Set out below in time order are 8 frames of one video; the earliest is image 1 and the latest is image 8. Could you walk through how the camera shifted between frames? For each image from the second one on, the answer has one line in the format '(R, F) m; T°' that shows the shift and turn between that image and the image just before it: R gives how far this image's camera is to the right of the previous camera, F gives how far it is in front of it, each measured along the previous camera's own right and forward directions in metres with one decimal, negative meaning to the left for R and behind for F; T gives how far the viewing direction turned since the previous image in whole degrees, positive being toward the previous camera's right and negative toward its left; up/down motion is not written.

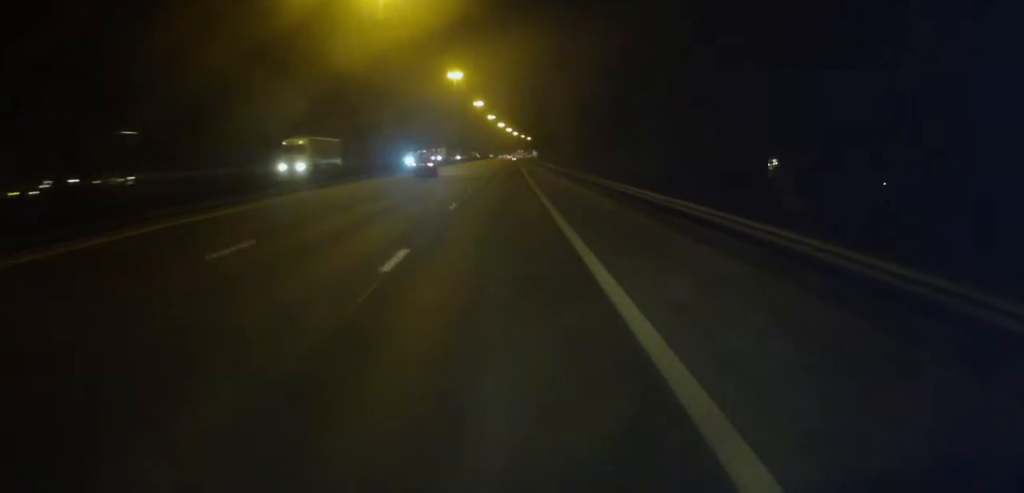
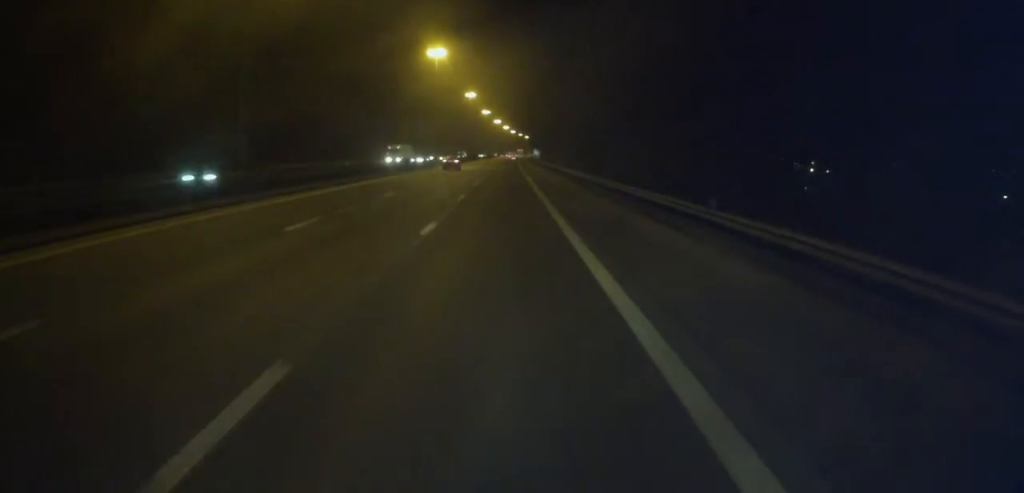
(0.0, +33.1) m; 0°
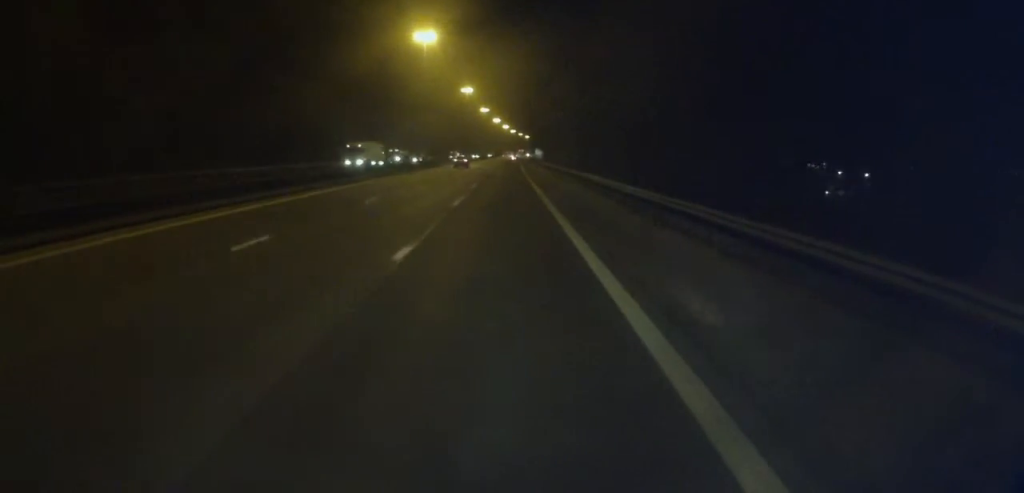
(-0.2, +16.5) m; +1°
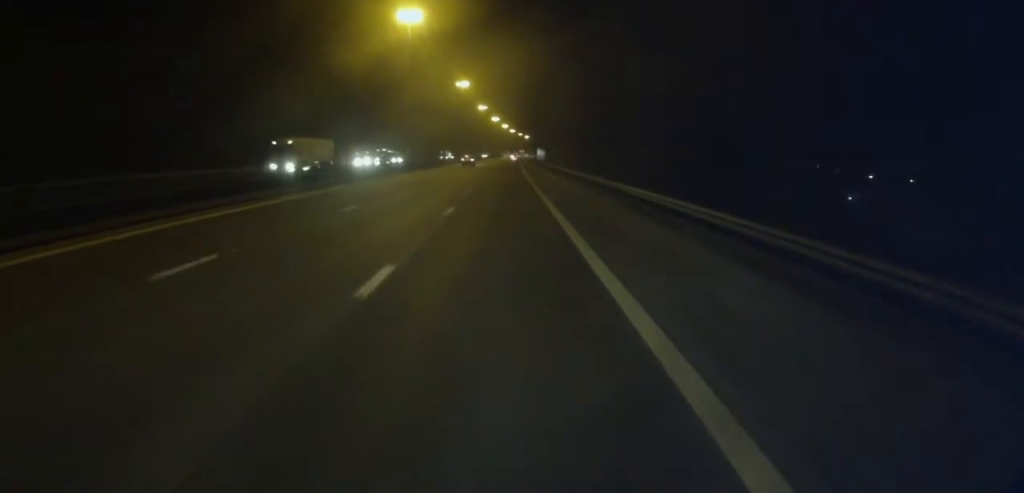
(+0.1, +15.7) m; +1°
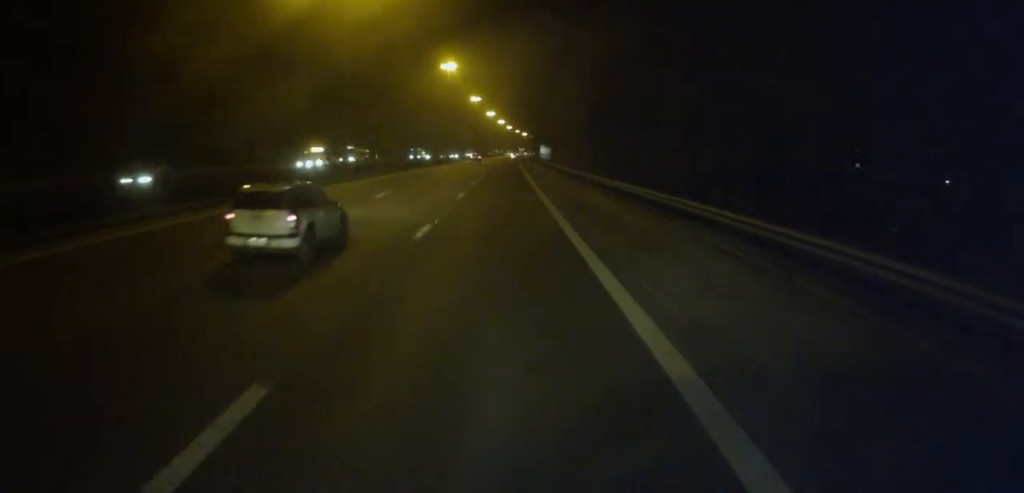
(+0.2, +31.4) m; 0°
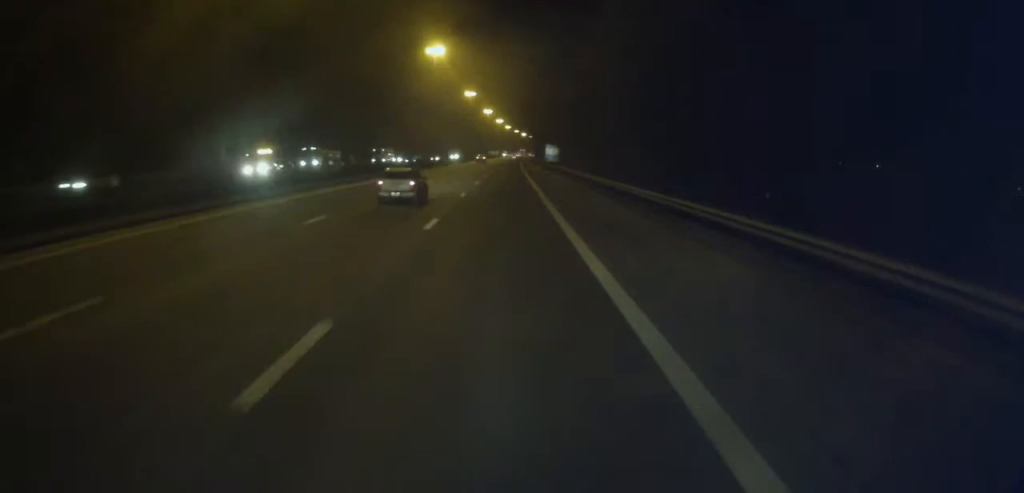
(+0.1, +22.8) m; 0°
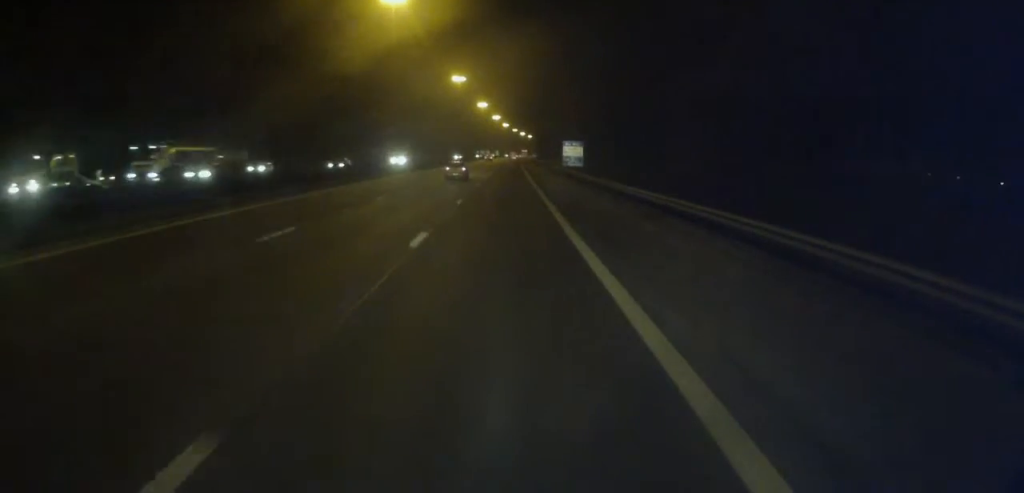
(+0.2, +40.8) m; 0°
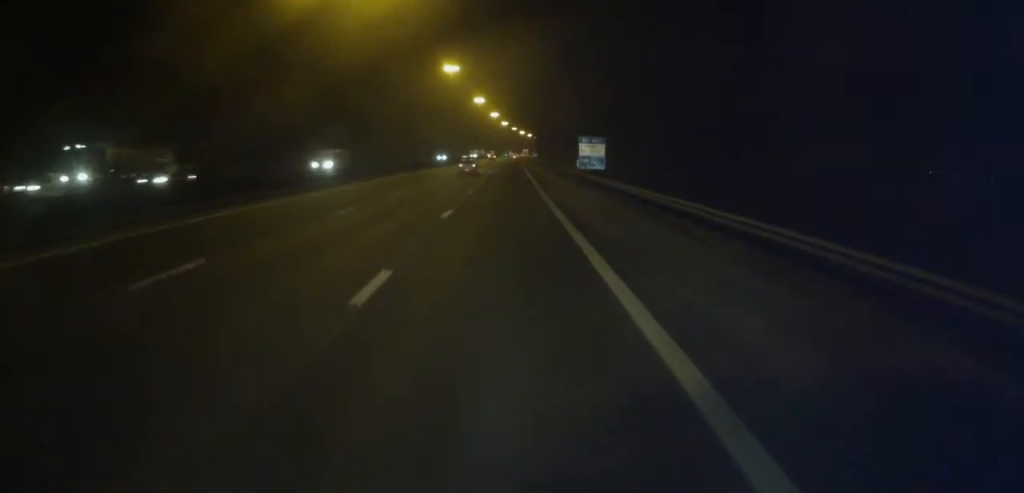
(0.0, +18.2) m; 0°
